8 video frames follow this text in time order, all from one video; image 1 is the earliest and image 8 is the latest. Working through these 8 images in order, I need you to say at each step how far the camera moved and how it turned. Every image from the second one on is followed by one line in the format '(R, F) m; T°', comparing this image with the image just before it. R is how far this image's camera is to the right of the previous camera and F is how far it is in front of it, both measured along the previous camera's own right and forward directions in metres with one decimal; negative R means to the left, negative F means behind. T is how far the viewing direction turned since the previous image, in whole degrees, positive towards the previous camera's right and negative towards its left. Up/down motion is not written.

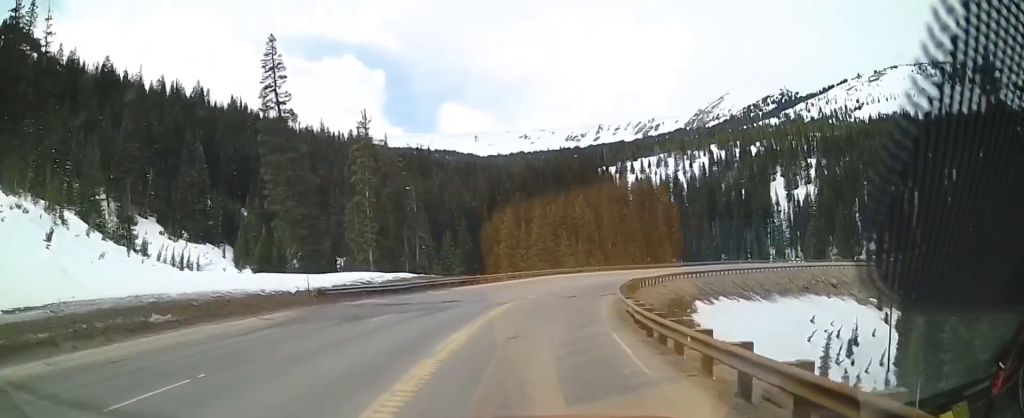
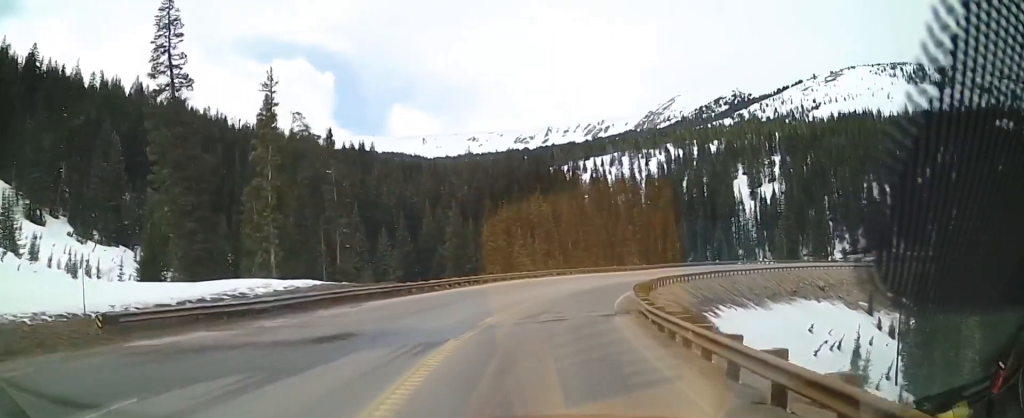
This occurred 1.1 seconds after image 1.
(+0.4, +14.7) m; +3°
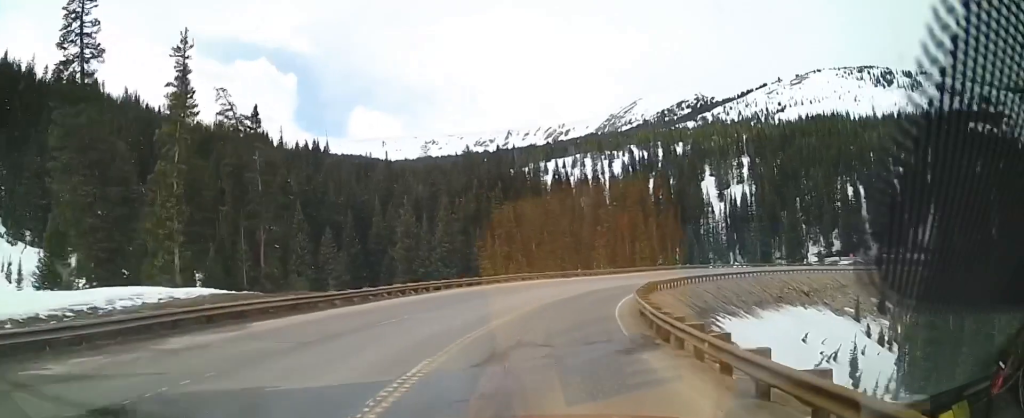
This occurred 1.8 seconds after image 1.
(+0.1, +9.1) m; +4°
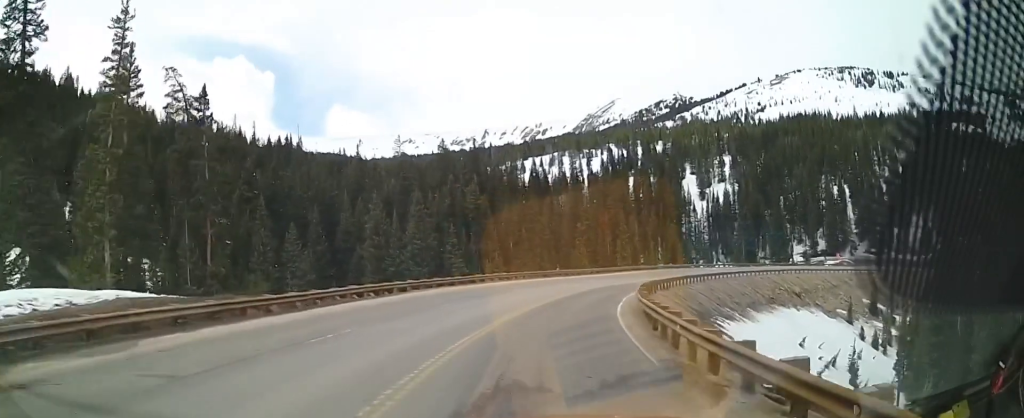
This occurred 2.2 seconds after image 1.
(-0.1, +5.3) m; +3°
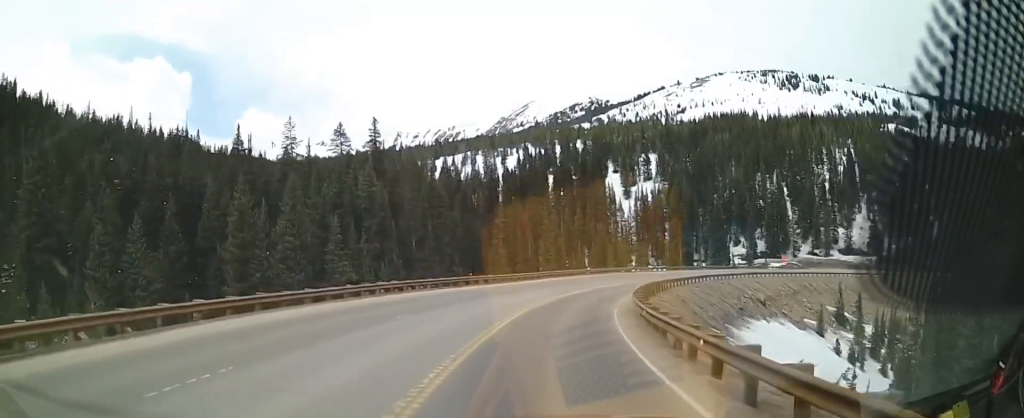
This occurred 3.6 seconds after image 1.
(+1.6, +17.8) m; +6°
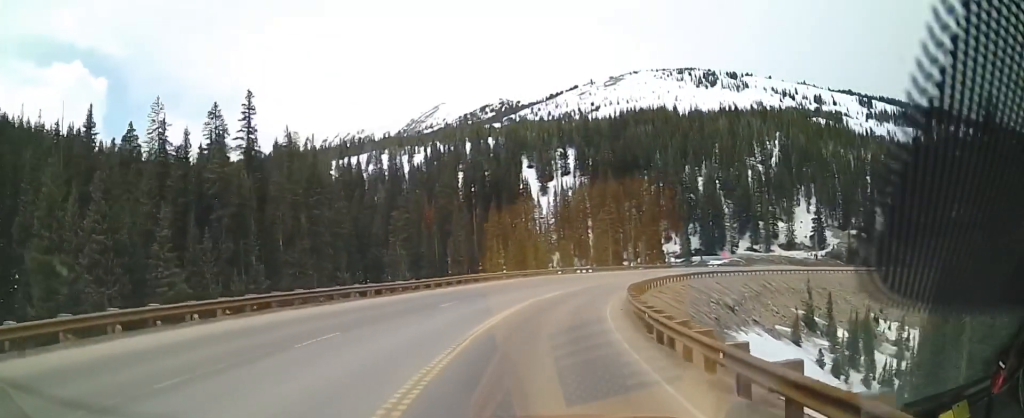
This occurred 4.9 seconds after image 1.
(+0.4, +17.8) m; +6°
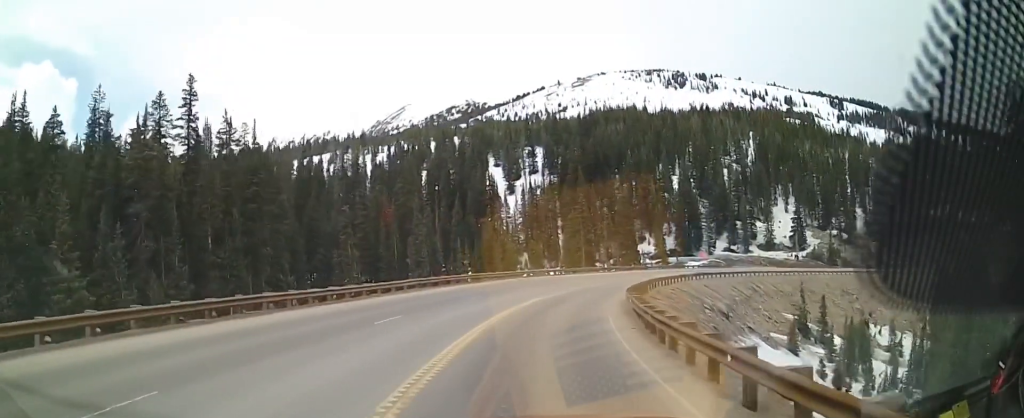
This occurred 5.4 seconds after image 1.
(+0.1, +7.8) m; +5°
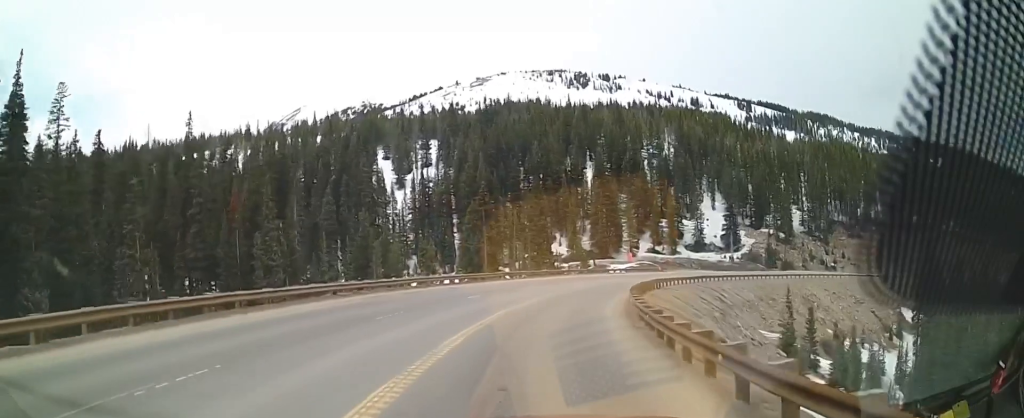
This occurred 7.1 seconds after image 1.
(+3.1, +22.8) m; +13°
